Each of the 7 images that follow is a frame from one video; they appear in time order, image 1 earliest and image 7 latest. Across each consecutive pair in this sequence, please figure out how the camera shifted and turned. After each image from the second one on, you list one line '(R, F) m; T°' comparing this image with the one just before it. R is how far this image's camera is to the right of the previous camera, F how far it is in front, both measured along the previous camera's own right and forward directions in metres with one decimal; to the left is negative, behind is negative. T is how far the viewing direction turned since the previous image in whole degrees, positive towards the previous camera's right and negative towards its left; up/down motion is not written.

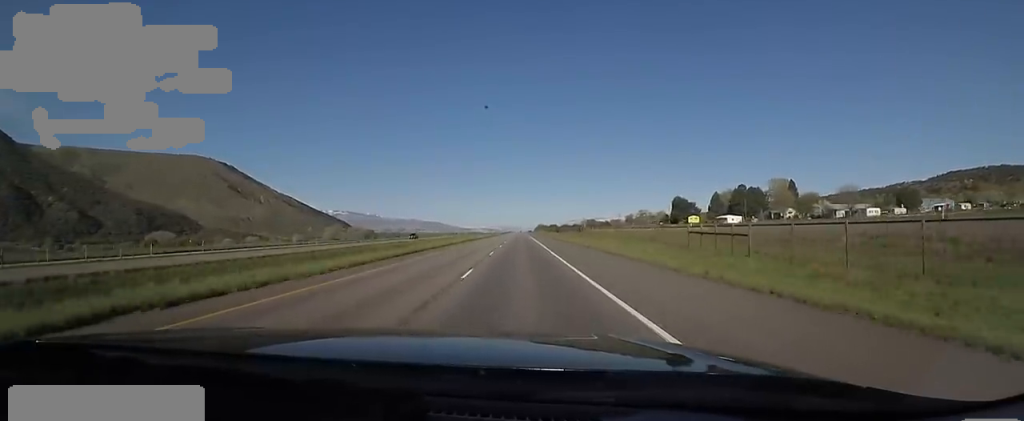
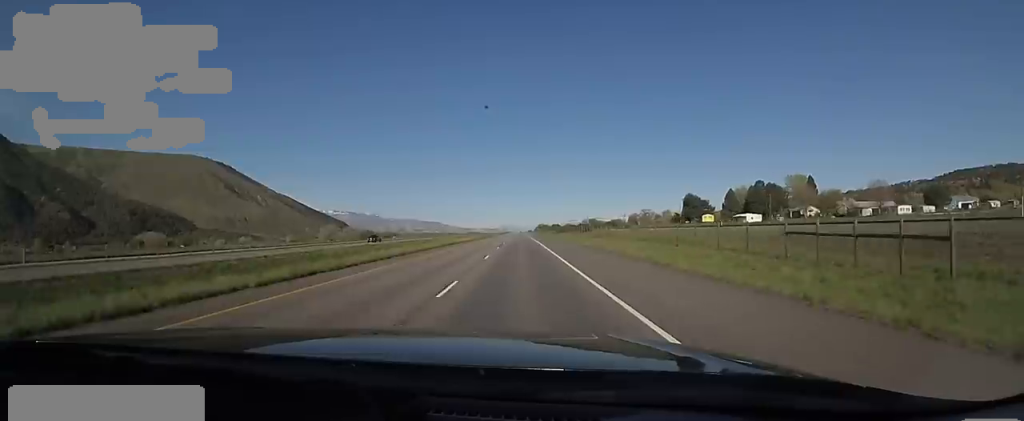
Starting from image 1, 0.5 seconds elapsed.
(-0.2, +16.7) m; +1°
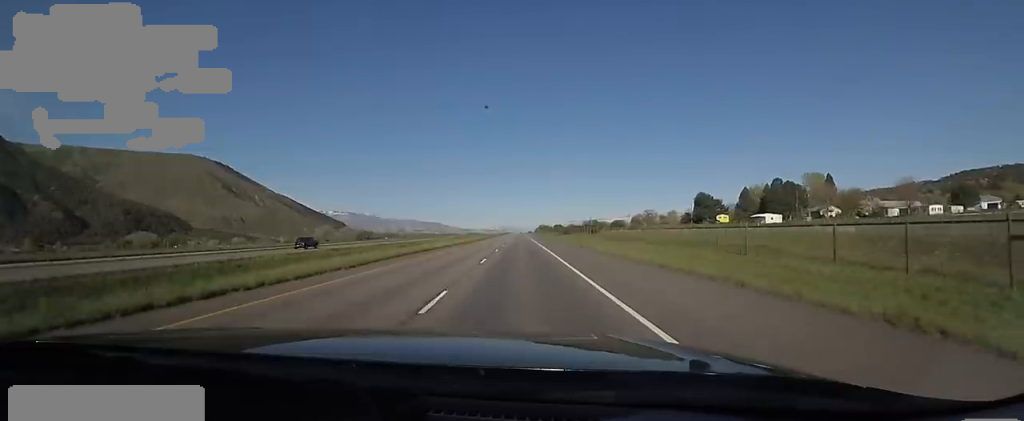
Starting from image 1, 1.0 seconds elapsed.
(+0.6, +14.5) m; +1°
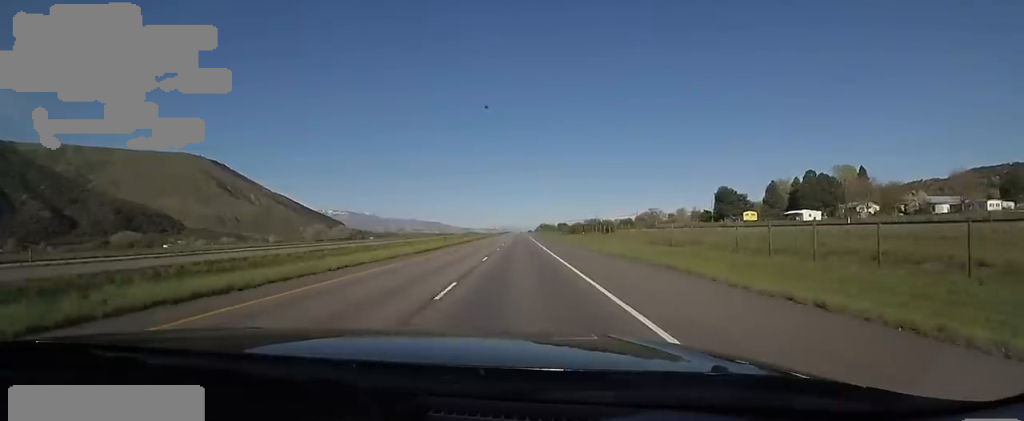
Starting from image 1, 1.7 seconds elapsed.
(+0.4, +22.9) m; +1°
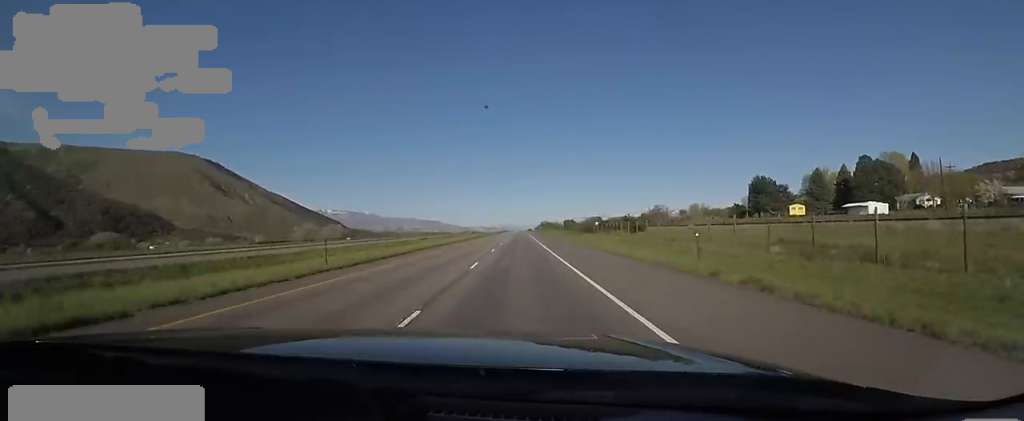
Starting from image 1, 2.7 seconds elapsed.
(-0.1, +29.0) m; -1°
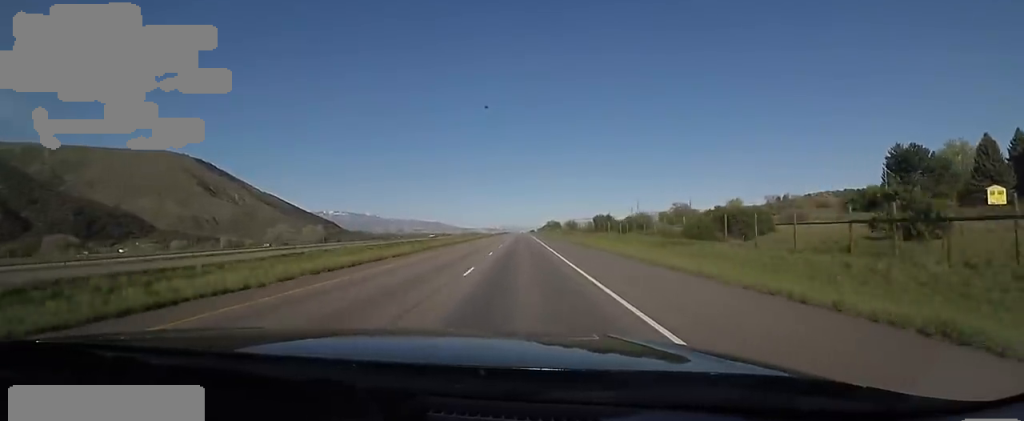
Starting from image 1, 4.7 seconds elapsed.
(-1.8, +63.3) m; 0°
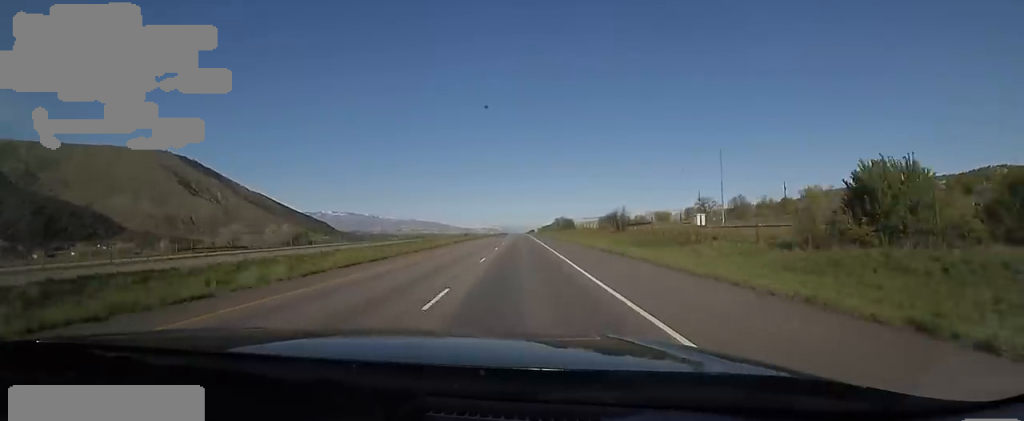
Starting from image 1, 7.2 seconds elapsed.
(-0.6, +77.9) m; -1°
